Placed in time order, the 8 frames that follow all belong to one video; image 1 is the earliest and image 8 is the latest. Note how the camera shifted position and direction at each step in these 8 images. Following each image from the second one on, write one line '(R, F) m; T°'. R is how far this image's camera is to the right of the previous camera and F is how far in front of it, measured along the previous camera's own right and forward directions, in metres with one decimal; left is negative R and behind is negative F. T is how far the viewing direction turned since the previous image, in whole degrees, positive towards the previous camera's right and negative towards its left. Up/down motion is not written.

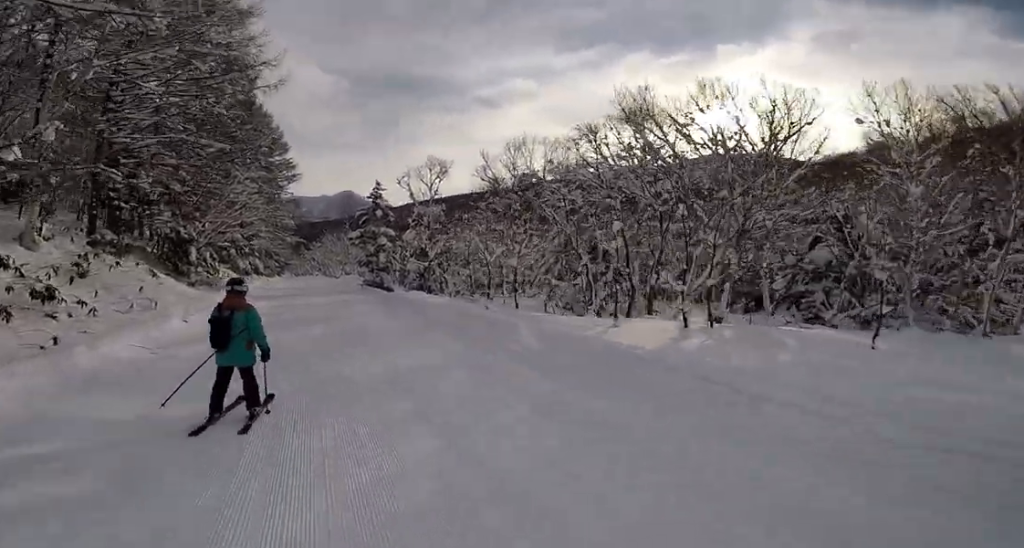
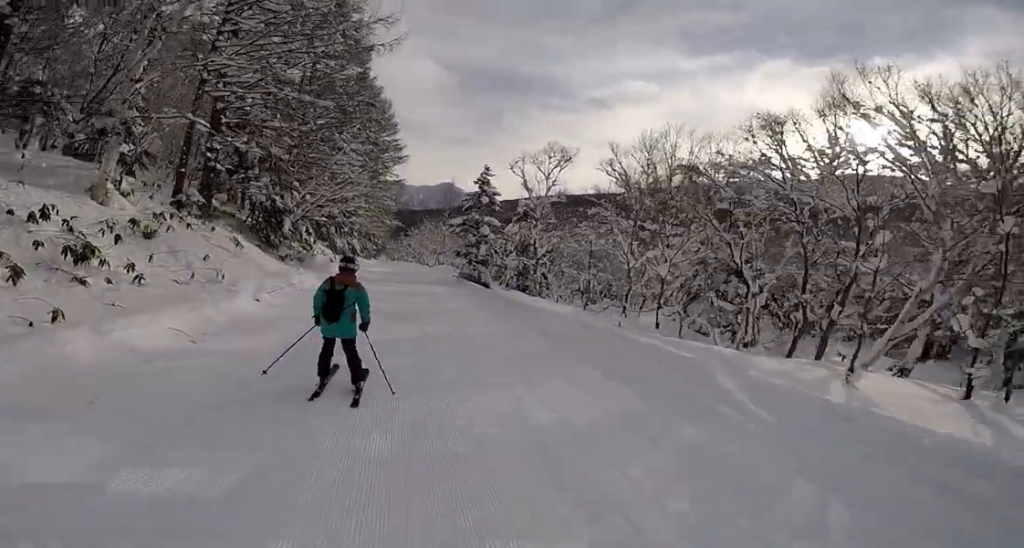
(0.0, +2.9) m; 0°
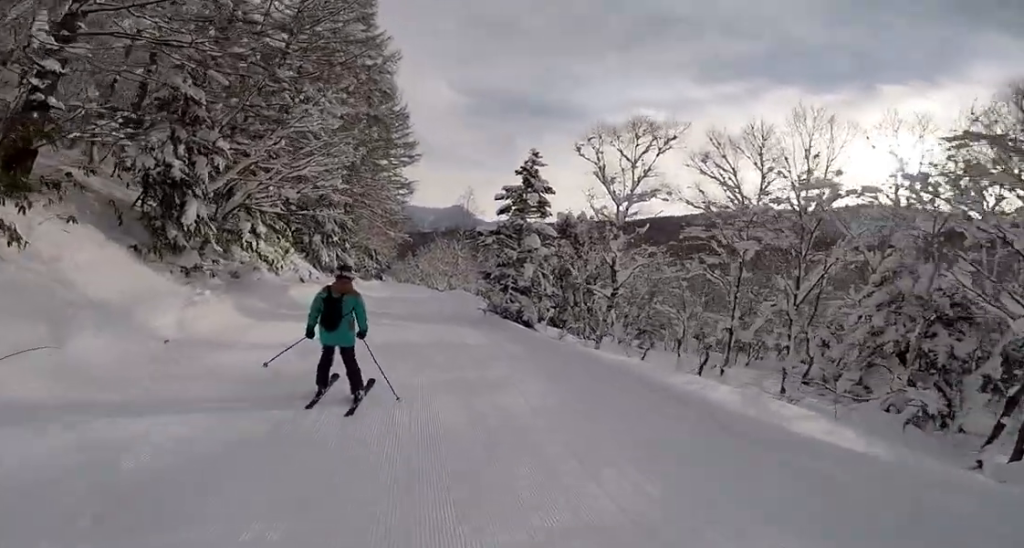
(0.0, +8.6) m; 0°
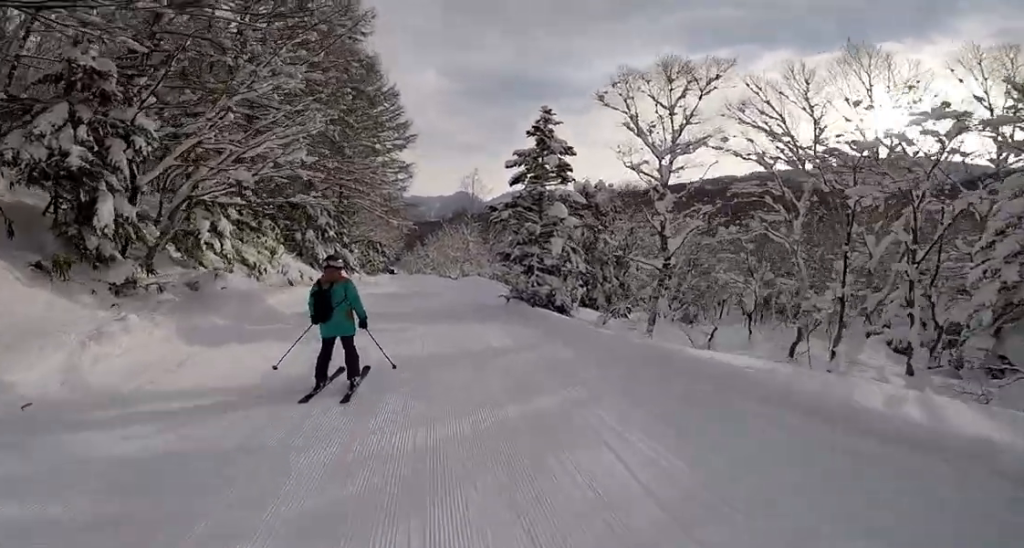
(0.0, +2.8) m; 0°
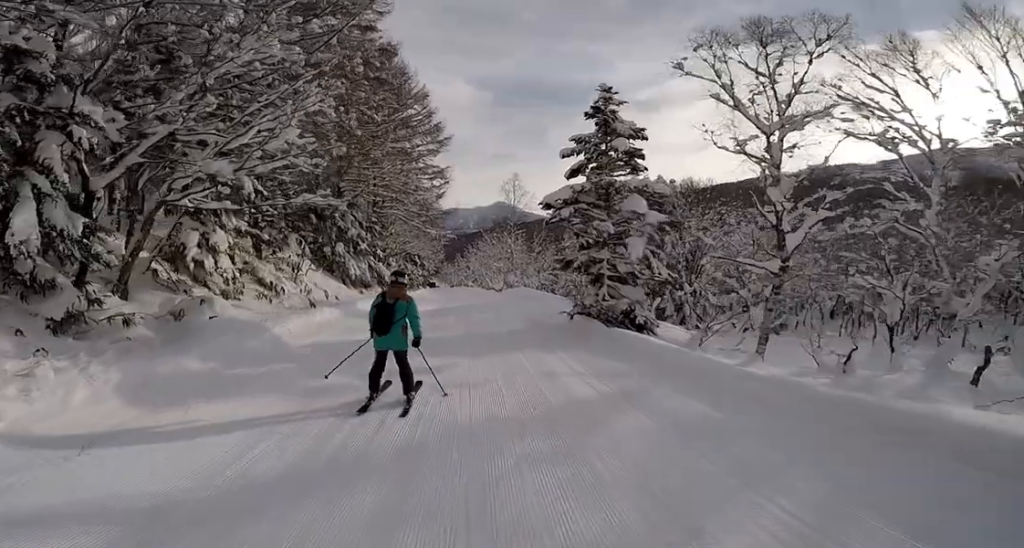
(0.0, +2.6) m; 0°
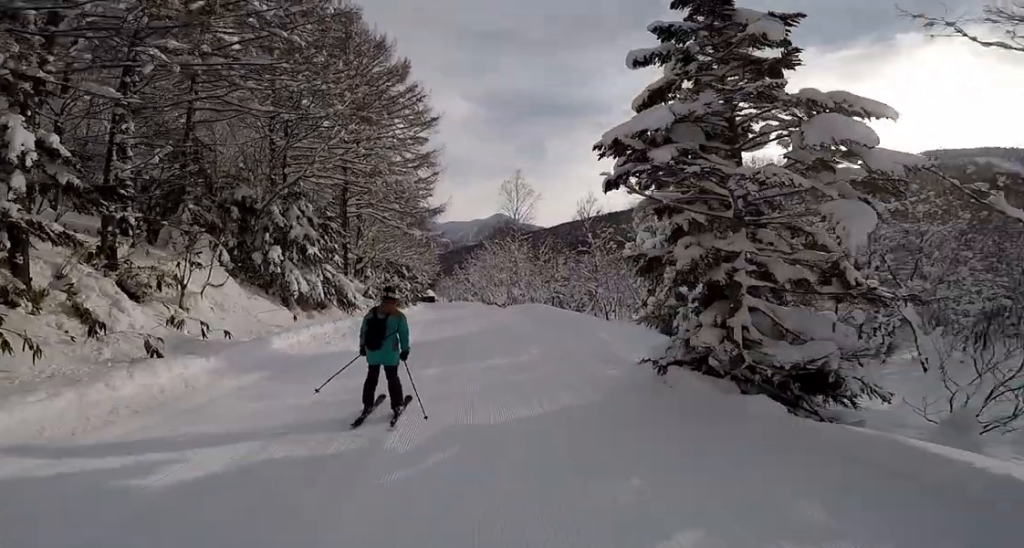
(0.0, +6.6) m; 0°
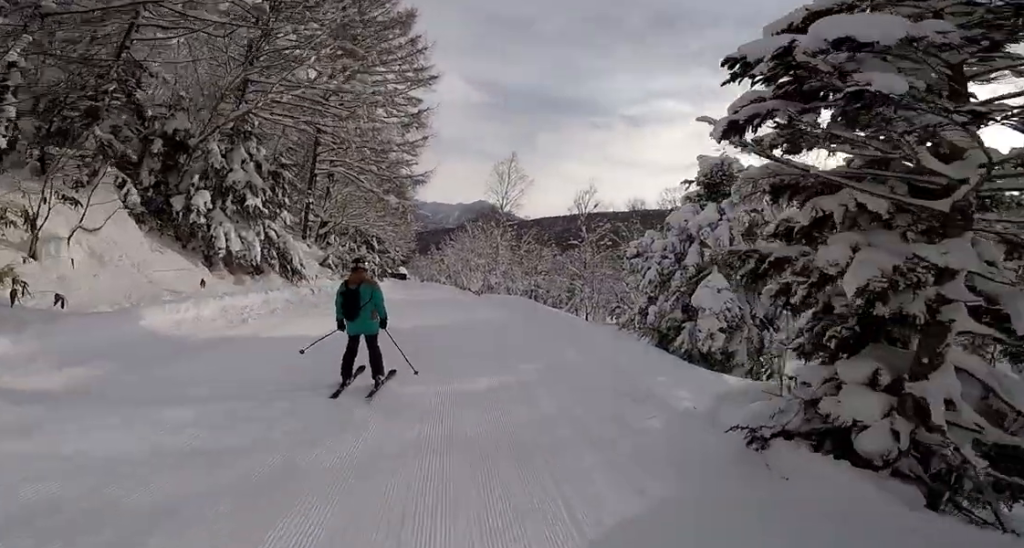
(0.0, +3.2) m; 0°
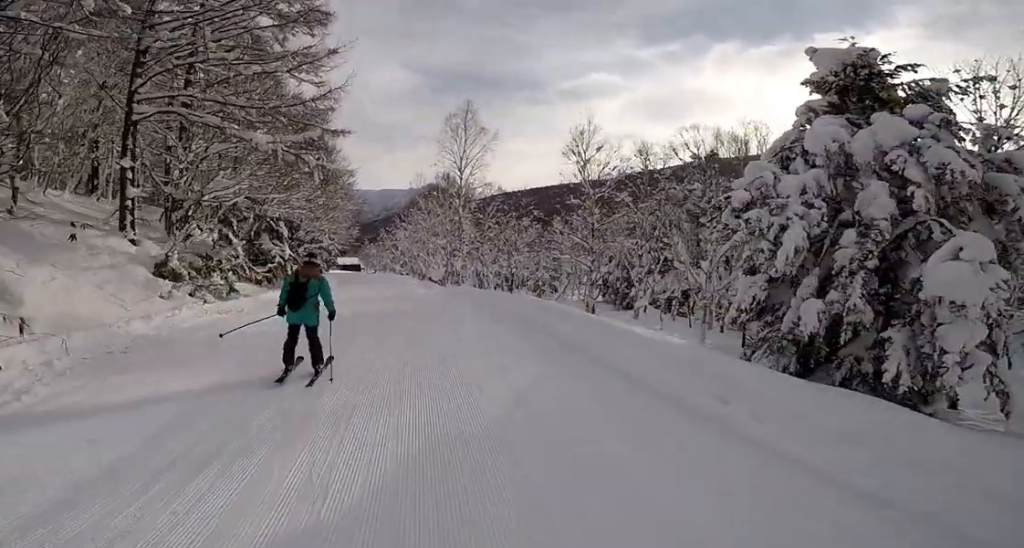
(0.0, +8.8) m; 0°
